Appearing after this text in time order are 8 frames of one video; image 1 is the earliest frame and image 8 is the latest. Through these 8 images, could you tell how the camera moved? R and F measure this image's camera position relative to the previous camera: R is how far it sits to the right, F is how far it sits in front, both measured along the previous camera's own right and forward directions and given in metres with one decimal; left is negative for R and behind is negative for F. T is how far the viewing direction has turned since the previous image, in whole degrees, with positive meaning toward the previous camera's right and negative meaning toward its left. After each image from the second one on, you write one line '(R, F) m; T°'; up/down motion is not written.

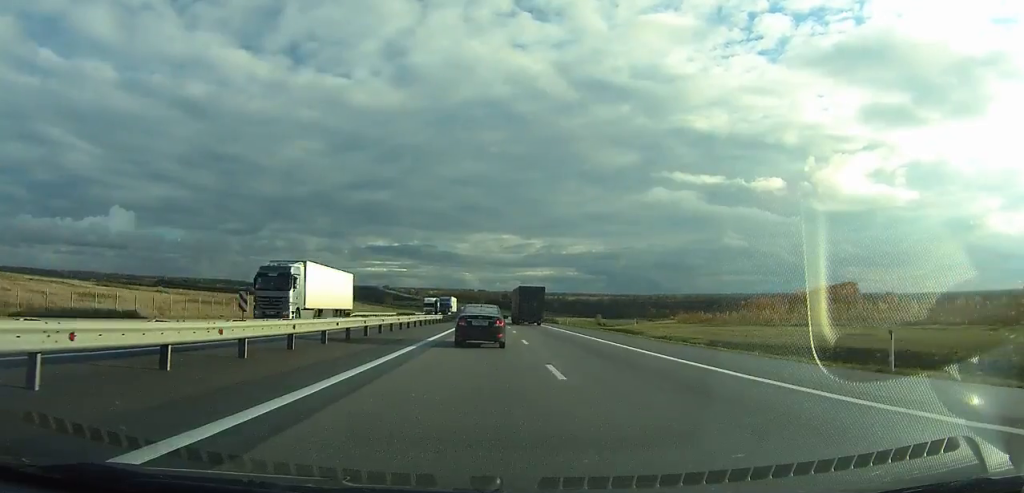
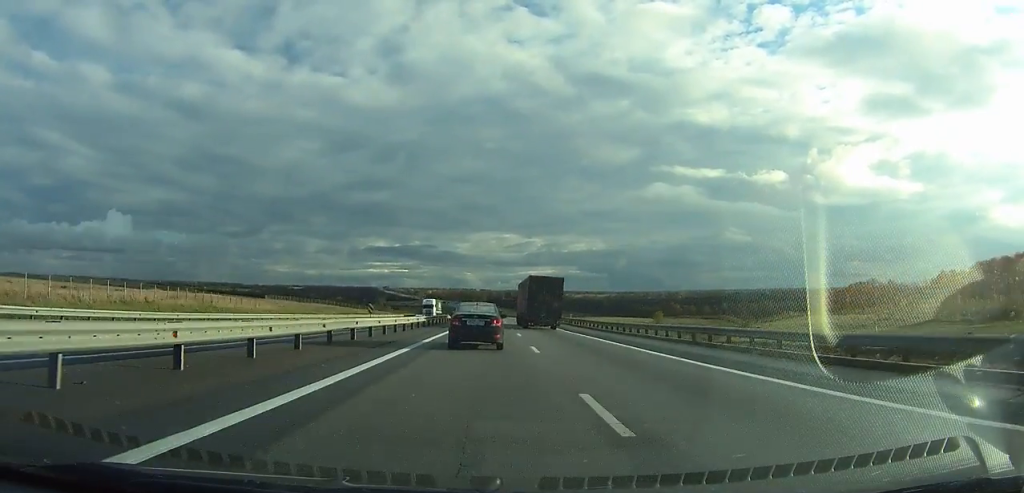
(-0.1, +89.8) m; 0°
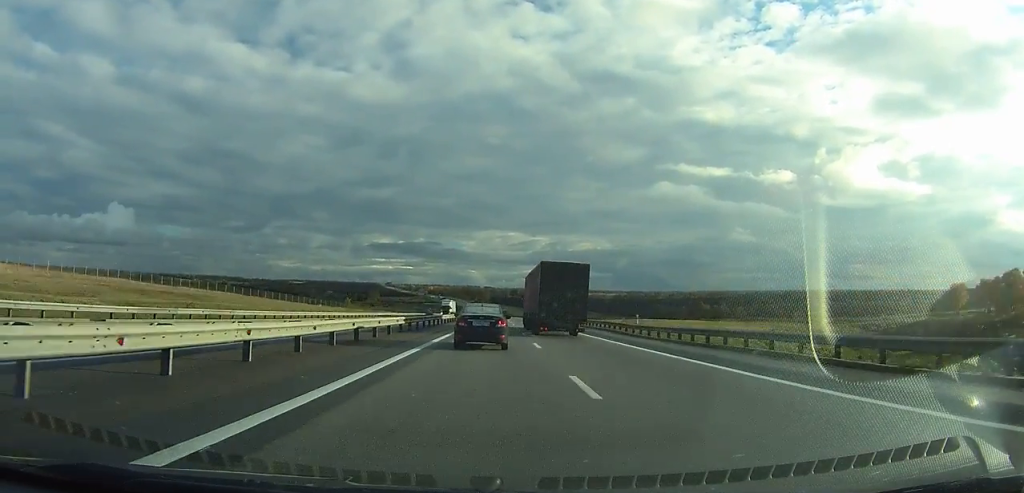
(-0.1, +82.9) m; 0°
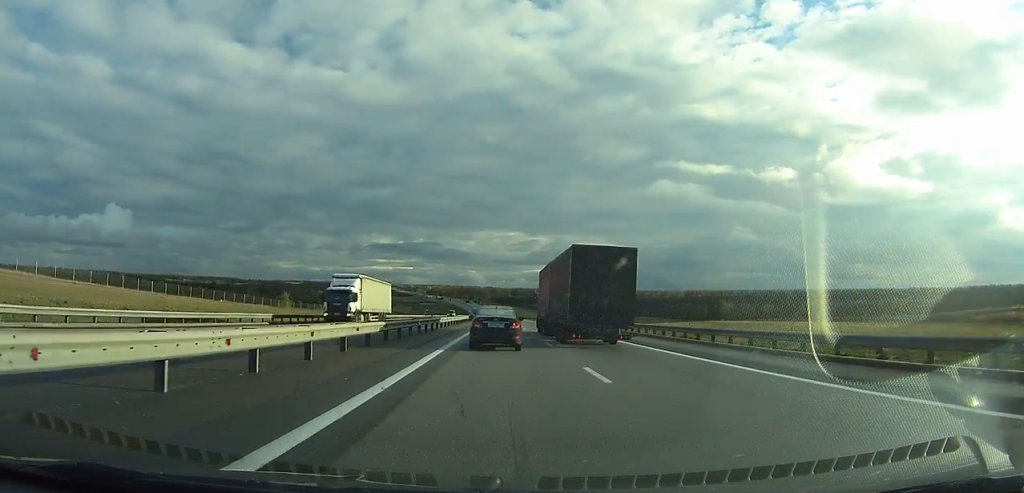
(0.0, +58.7) m; 0°
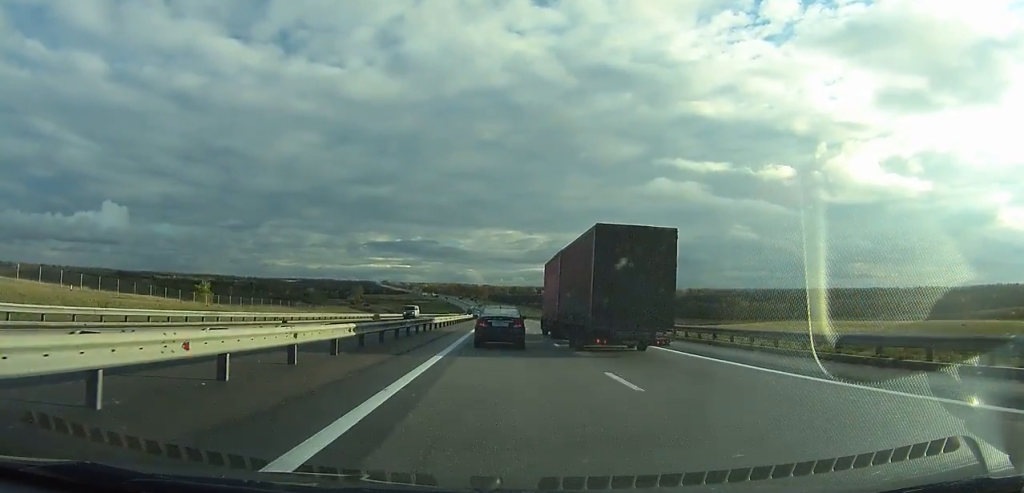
(-0.2, +37.9) m; 0°
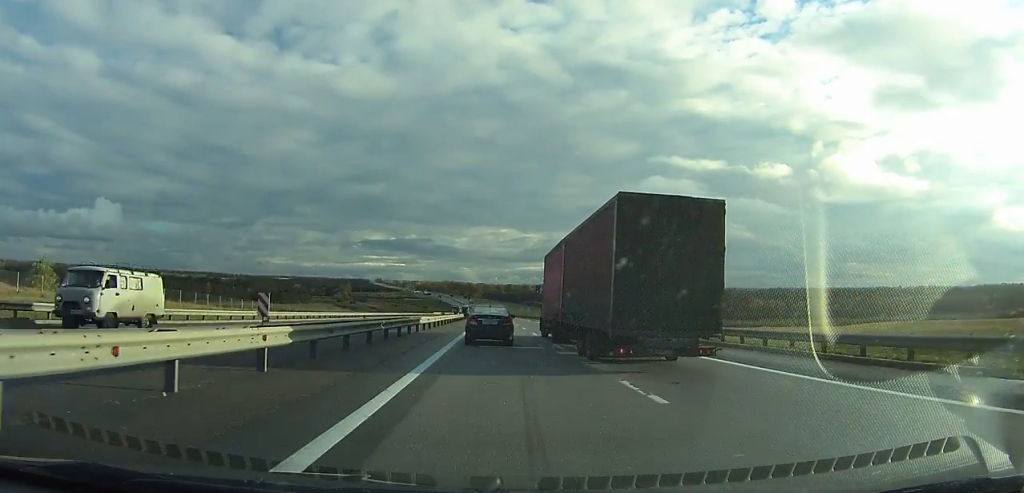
(-0.1, +37.8) m; 0°
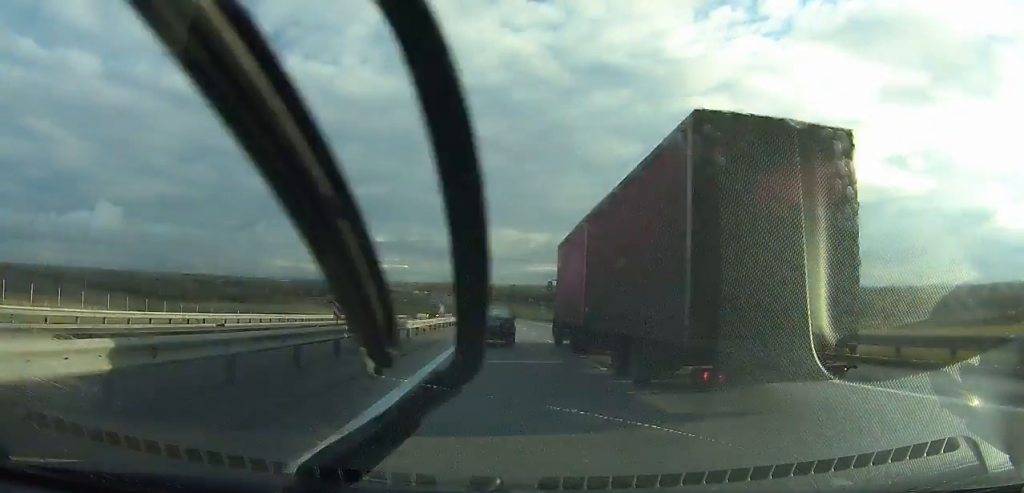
(+0.1, +43.7) m; 0°
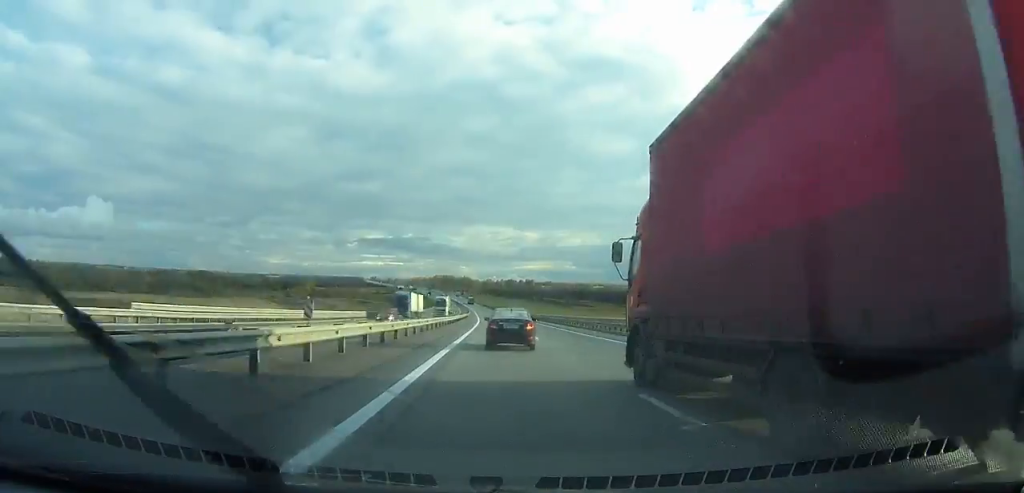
(+0.2, +102.2) m; 0°
